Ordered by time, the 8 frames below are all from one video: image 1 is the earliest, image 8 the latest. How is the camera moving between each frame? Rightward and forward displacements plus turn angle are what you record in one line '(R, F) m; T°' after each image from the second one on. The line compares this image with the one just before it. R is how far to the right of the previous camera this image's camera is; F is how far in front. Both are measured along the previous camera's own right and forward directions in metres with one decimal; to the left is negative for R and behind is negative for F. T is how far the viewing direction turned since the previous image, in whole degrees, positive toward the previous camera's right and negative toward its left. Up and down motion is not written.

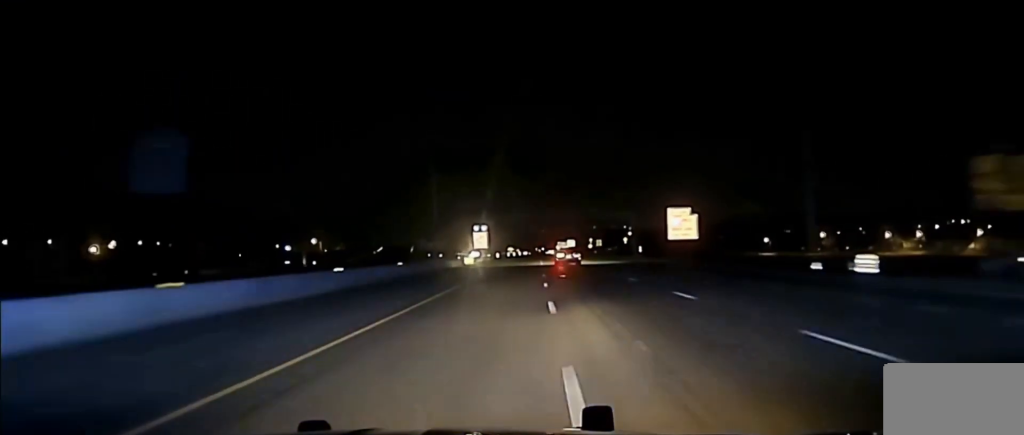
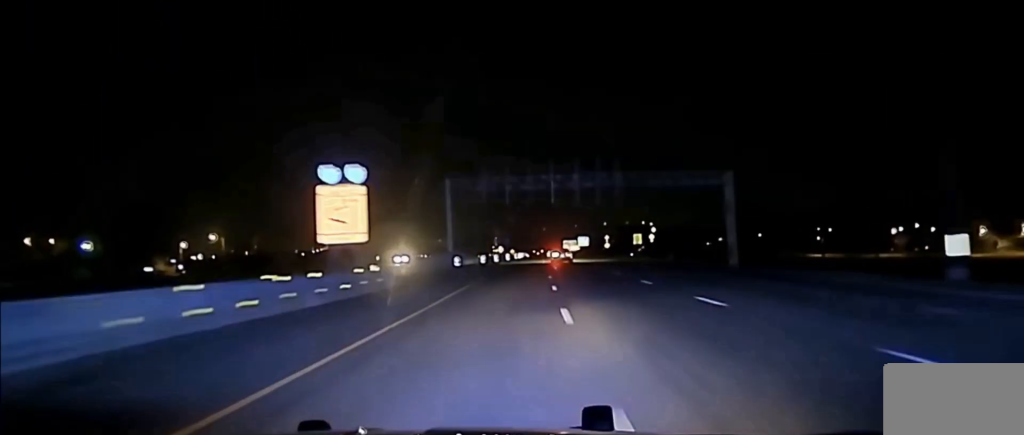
(-0.2, +84.7) m; -1°
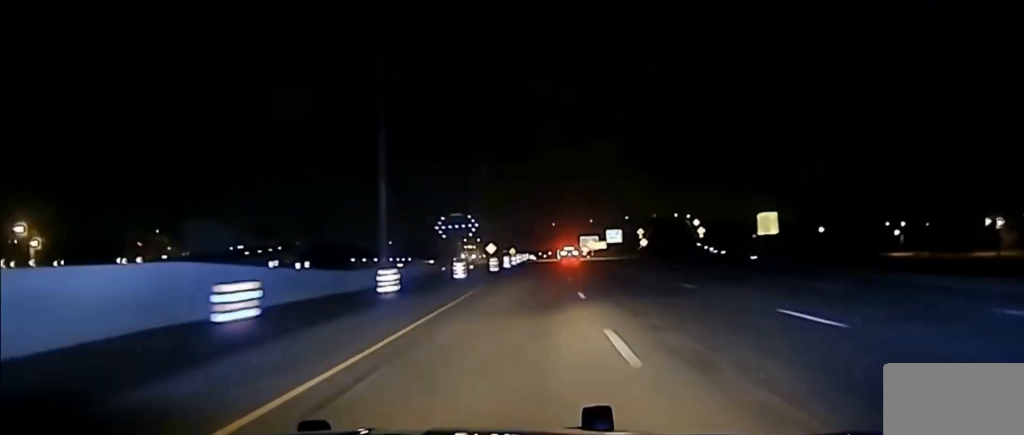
(-0.1, +76.3) m; 0°
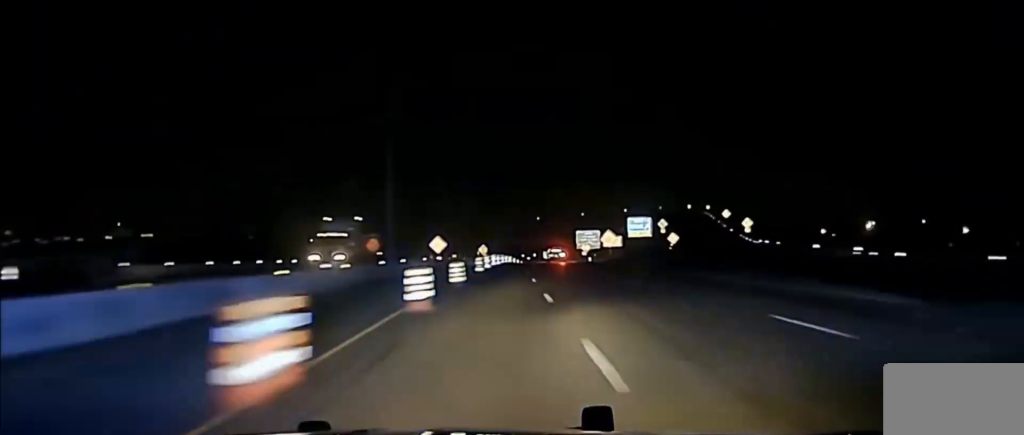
(+0.1, +69.6) m; 0°
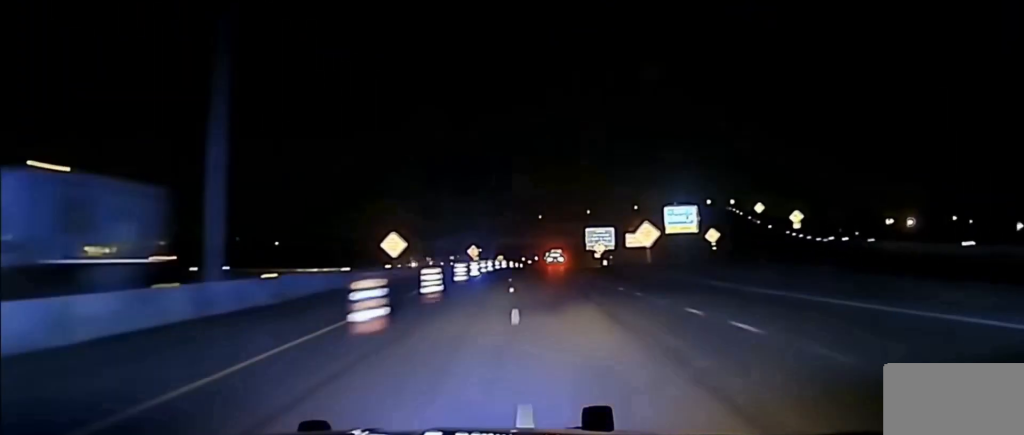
(+0.1, +32.4) m; 0°
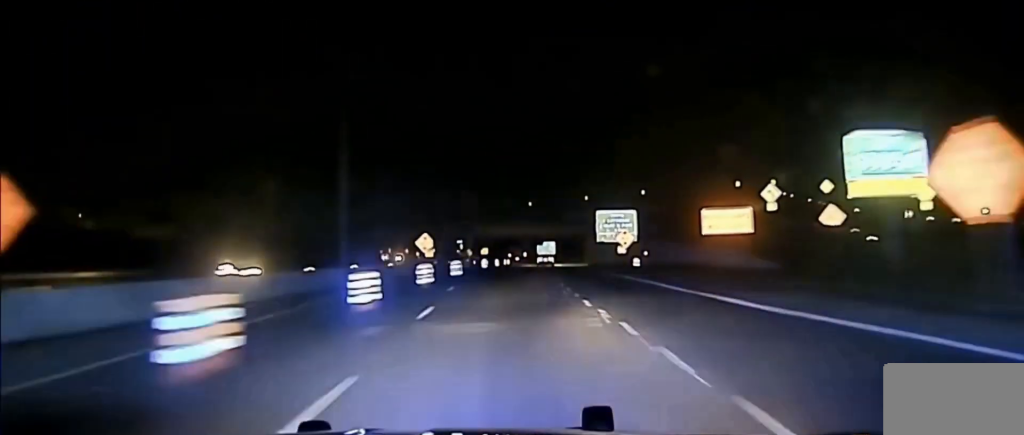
(+0.1, +43.9) m; 0°
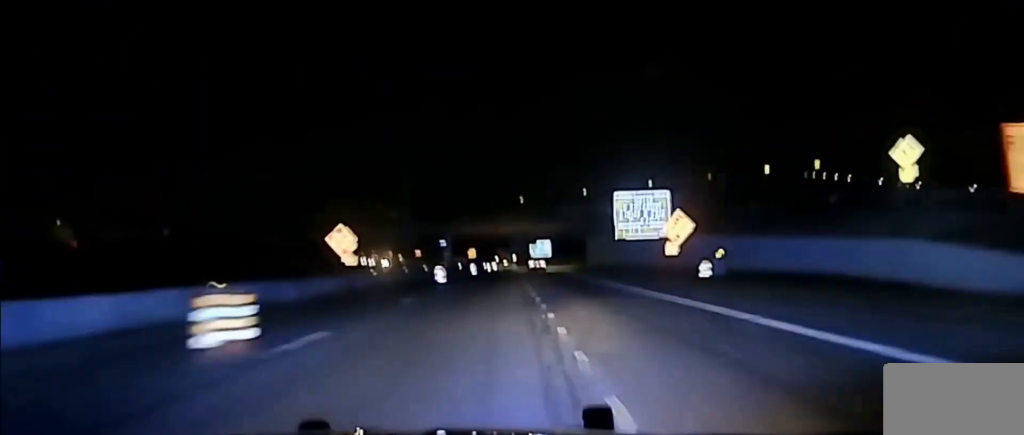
(+0.1, +28.9) m; 0°
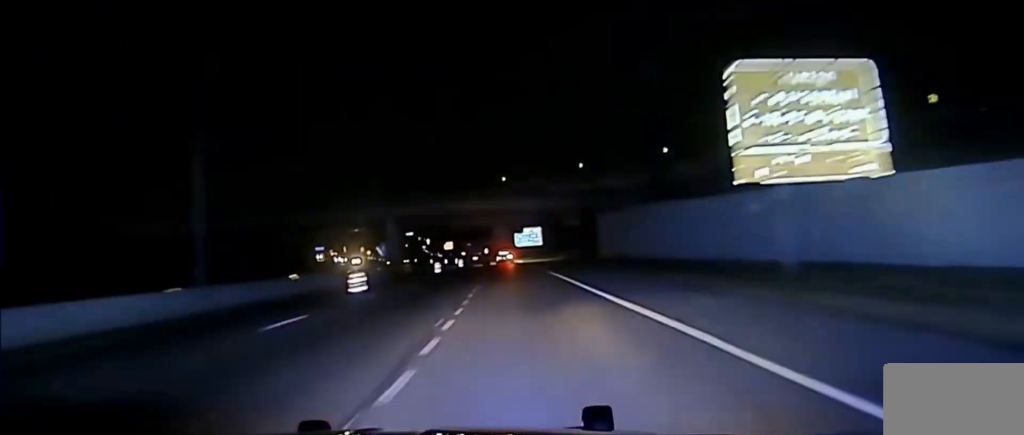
(+0.3, +46.1) m; +1°
